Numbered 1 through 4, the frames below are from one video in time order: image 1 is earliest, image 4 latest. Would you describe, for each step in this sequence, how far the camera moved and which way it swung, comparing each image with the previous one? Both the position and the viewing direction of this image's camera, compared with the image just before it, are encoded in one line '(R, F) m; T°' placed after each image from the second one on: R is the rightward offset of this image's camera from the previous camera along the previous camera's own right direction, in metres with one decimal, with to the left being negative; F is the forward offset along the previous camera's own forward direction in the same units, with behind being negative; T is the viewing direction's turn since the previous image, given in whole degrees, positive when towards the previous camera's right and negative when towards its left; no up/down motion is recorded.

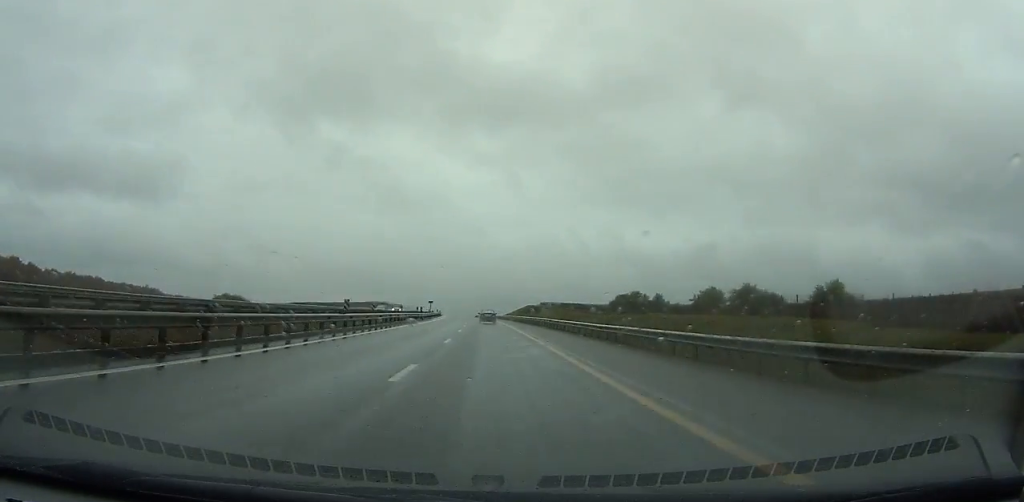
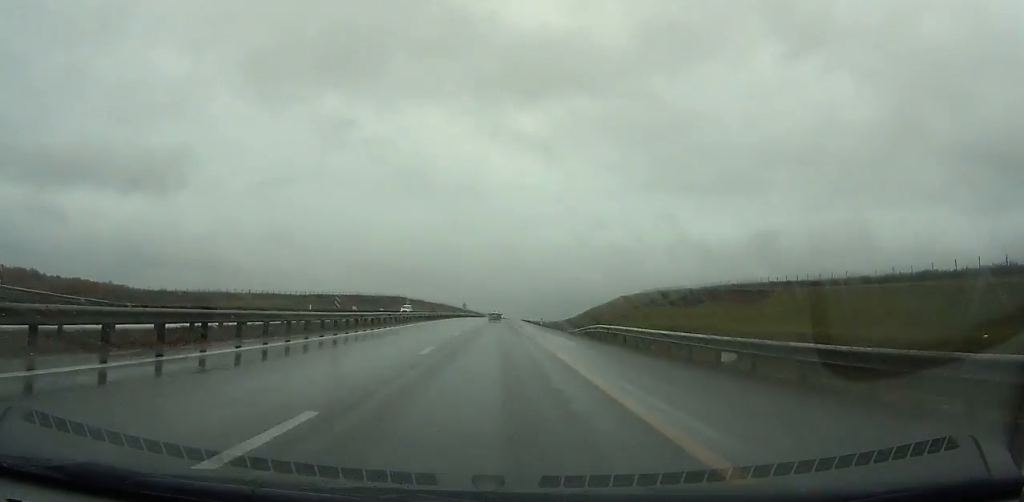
(-8.6, +160.3) m; -5°
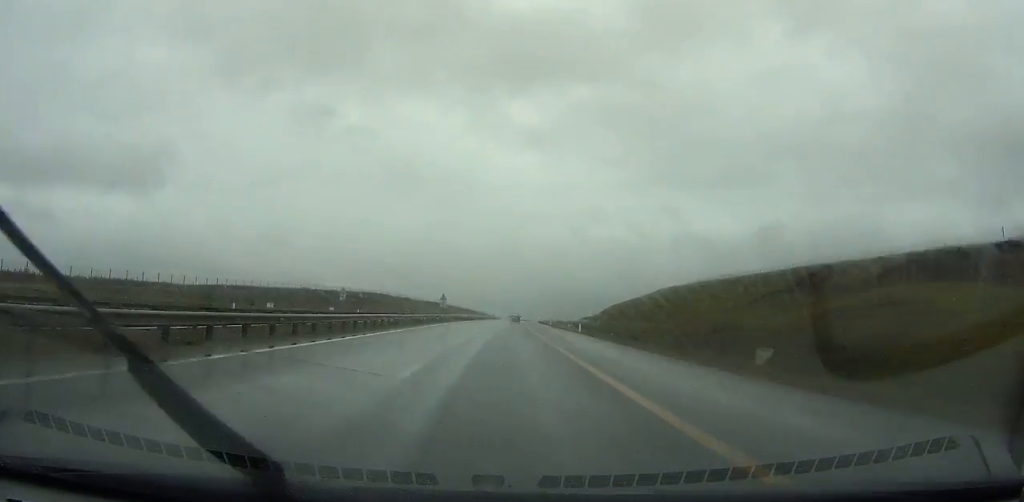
(-0.7, +66.7) m; 0°
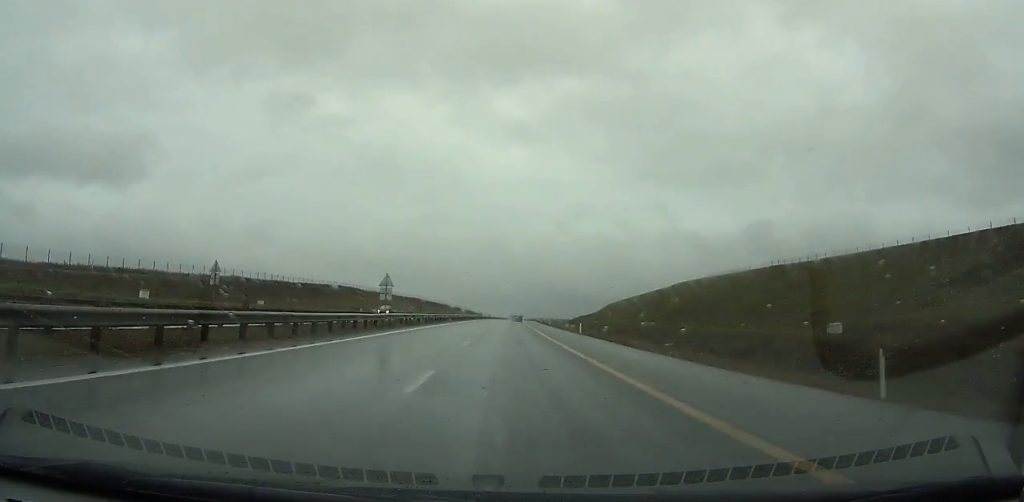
(-0.4, +36.2) m; 0°
